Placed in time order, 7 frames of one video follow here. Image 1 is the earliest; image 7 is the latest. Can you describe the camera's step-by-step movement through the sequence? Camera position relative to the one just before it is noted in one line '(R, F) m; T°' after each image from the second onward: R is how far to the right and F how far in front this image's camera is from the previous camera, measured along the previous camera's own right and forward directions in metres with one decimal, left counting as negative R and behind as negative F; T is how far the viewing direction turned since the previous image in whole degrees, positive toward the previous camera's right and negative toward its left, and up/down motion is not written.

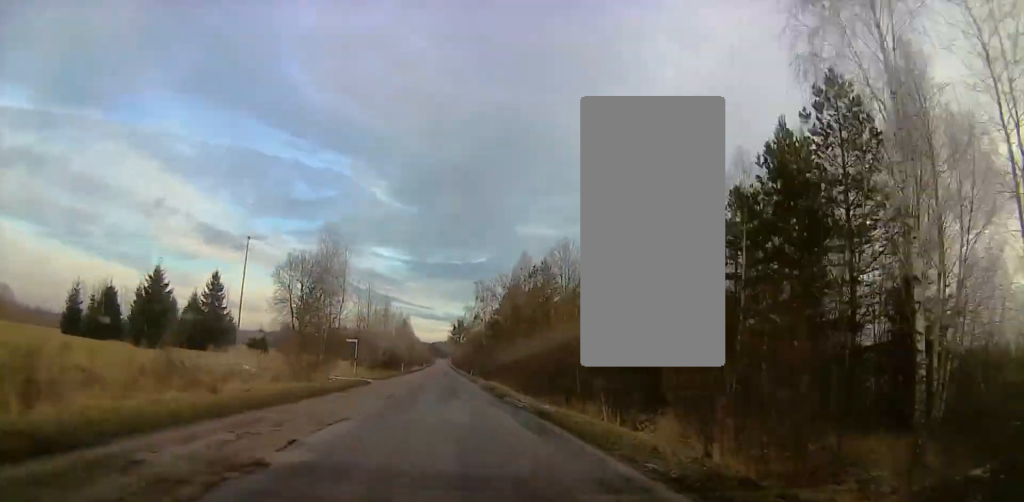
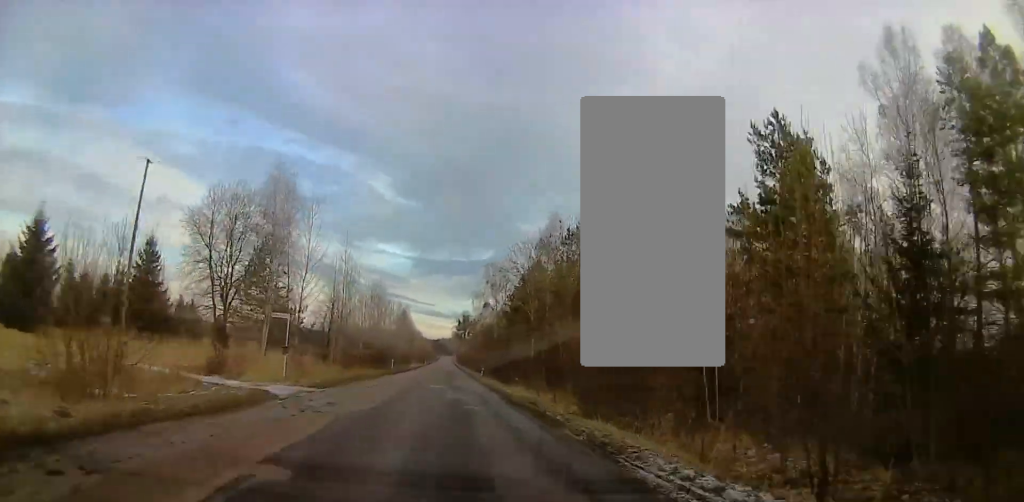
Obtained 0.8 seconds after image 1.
(0.0, +23.0) m; 0°
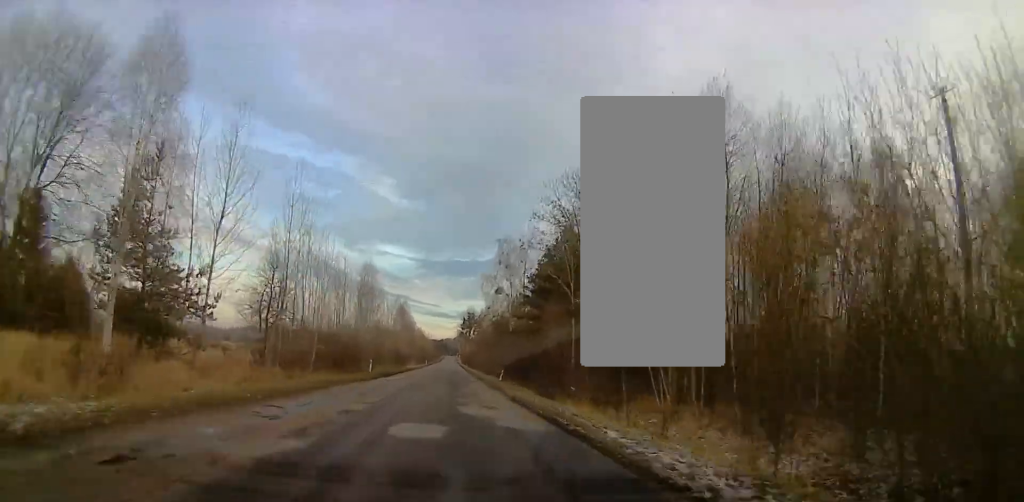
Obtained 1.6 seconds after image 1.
(-0.1, +21.3) m; 0°
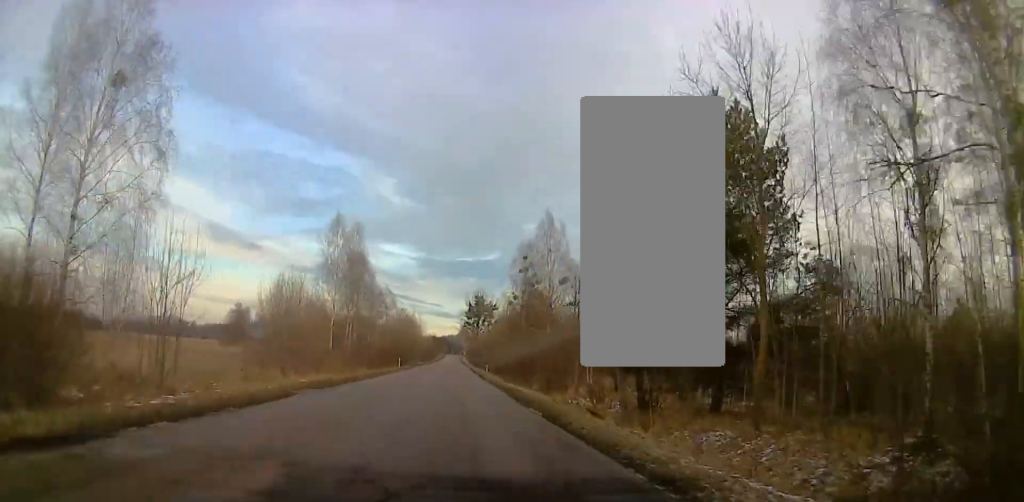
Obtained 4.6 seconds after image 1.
(-0.7, +77.0) m; 0°
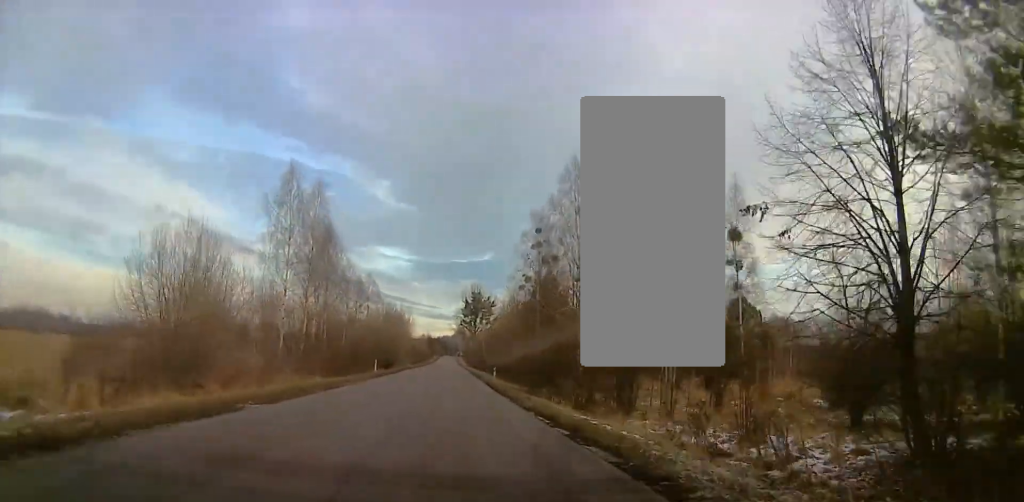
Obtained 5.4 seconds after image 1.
(0.0, +18.2) m; +1°
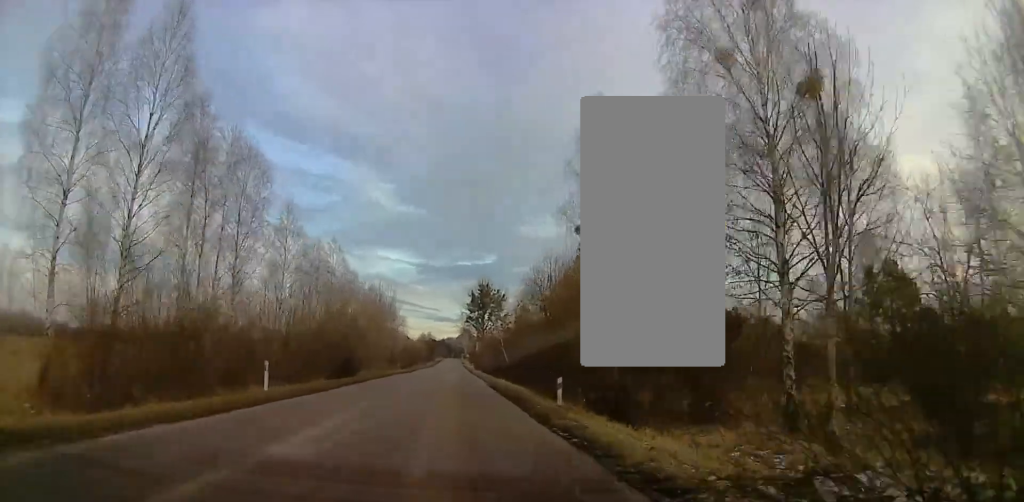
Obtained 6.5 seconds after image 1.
(+0.4, +29.3) m; 0°
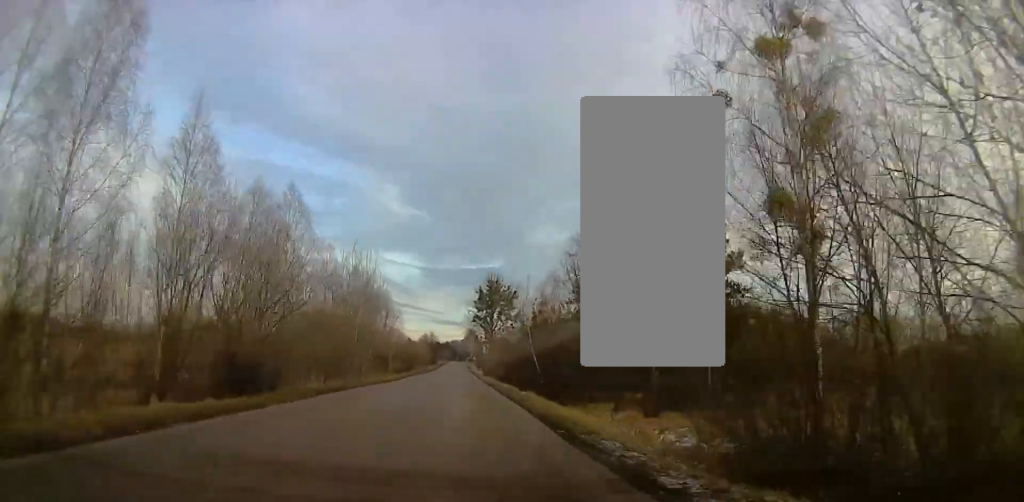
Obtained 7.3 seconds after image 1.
(-0.4, +19.3) m; -1°
